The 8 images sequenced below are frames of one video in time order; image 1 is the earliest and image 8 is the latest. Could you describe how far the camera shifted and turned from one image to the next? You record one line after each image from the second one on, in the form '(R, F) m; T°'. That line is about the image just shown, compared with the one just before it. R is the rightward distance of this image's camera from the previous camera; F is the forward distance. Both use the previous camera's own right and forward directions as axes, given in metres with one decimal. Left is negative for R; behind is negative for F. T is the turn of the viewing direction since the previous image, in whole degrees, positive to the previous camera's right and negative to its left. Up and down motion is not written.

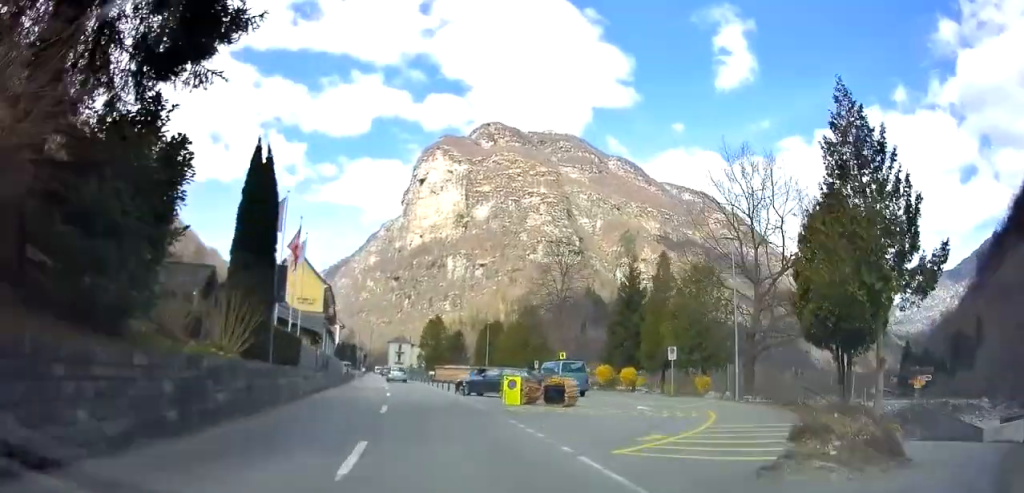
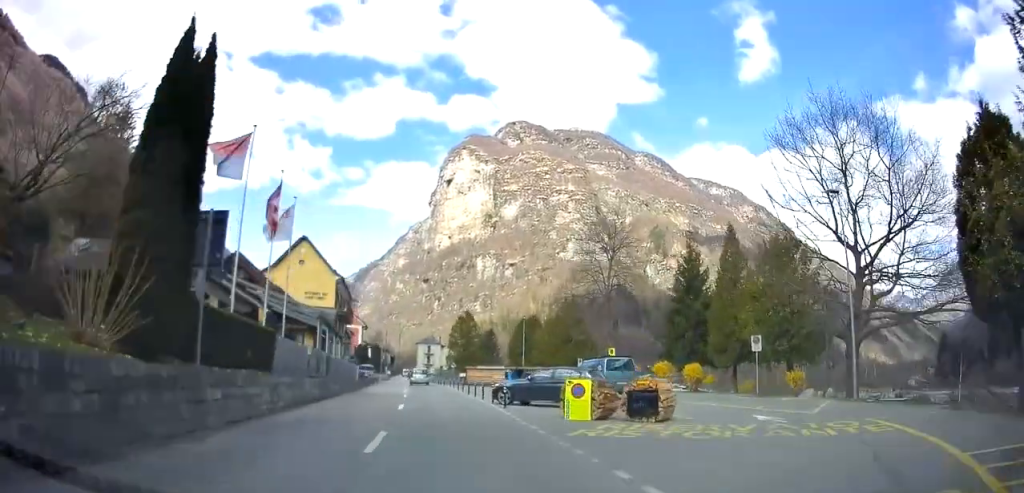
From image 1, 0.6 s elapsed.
(-0.2, +7.0) m; -3°
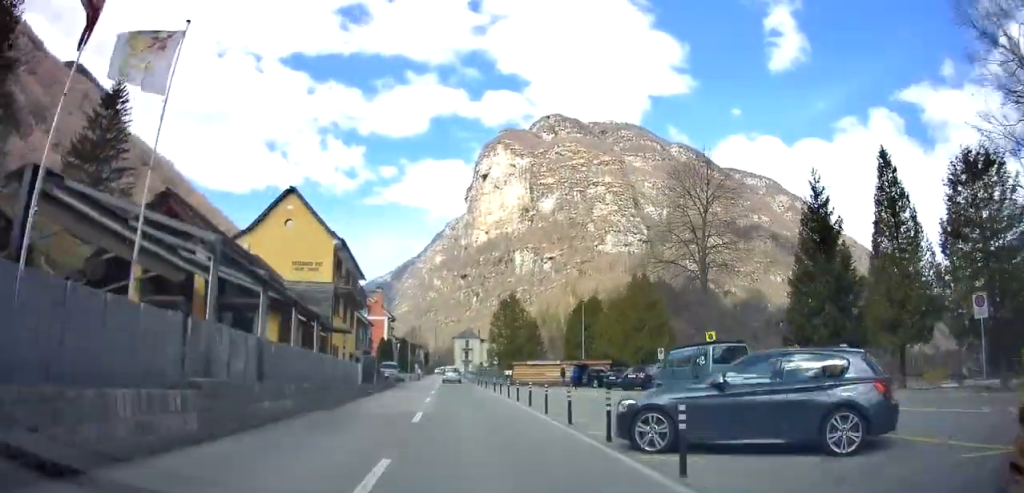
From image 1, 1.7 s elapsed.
(-0.7, +12.6) m; -4°
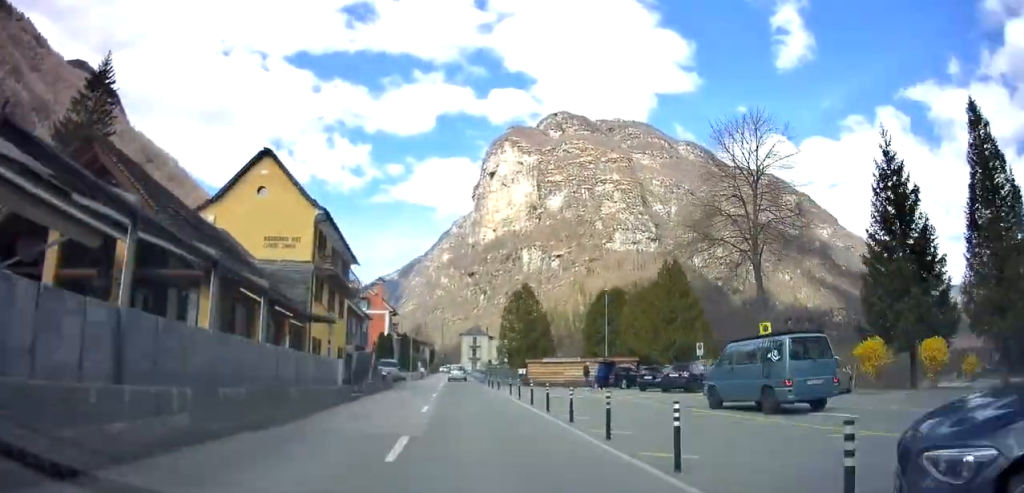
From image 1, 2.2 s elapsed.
(0.0, +5.8) m; -1°
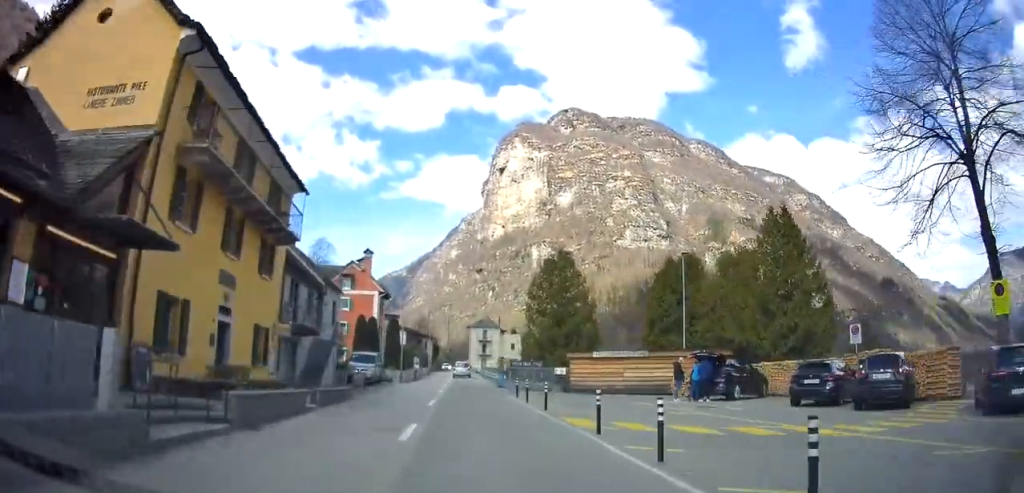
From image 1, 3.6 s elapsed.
(-0.3, +15.7) m; 0°
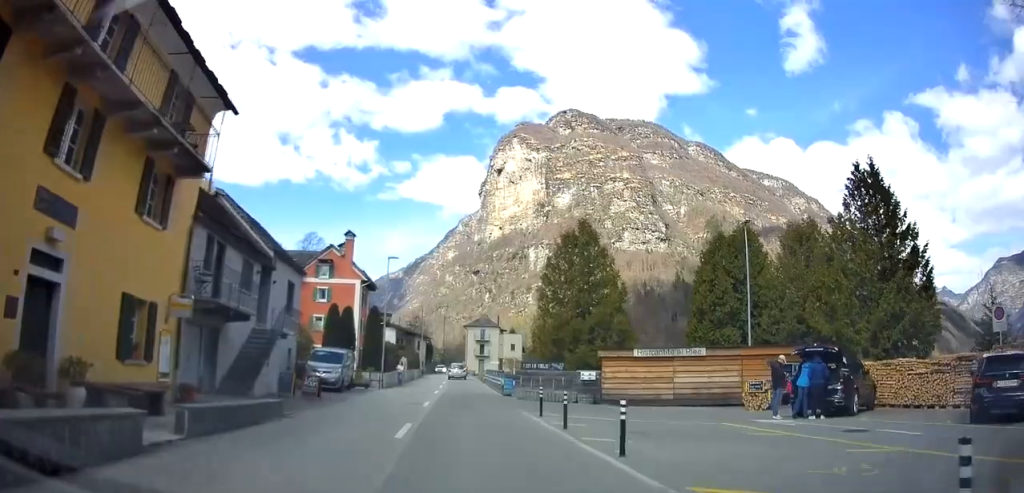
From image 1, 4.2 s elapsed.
(+0.1, +7.9) m; +1°
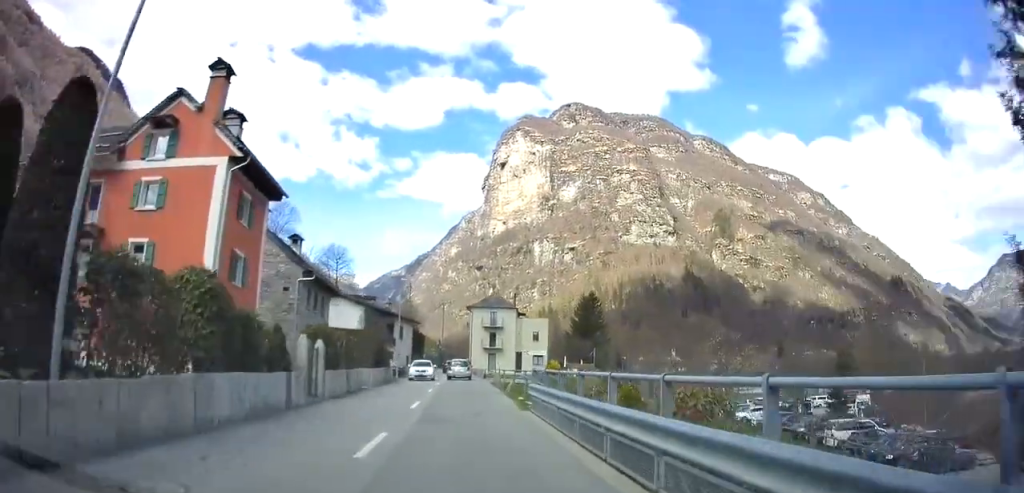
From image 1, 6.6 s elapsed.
(+0.1, +28.5) m; 0°
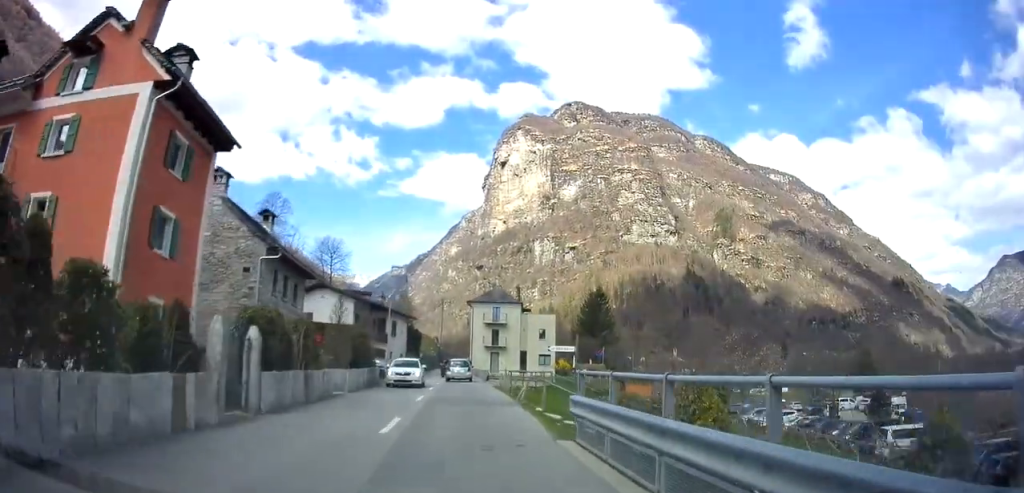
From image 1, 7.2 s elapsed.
(+0.1, +6.3) m; -1°
